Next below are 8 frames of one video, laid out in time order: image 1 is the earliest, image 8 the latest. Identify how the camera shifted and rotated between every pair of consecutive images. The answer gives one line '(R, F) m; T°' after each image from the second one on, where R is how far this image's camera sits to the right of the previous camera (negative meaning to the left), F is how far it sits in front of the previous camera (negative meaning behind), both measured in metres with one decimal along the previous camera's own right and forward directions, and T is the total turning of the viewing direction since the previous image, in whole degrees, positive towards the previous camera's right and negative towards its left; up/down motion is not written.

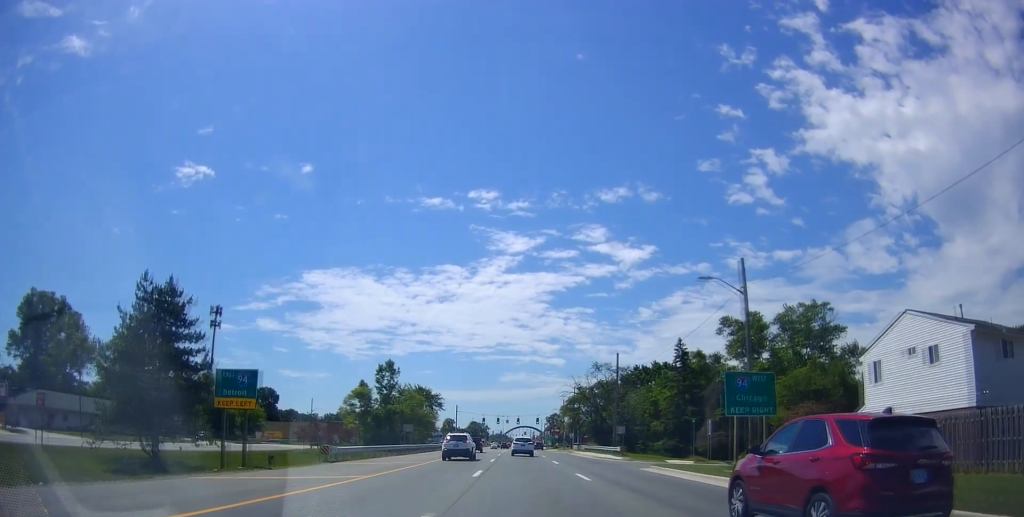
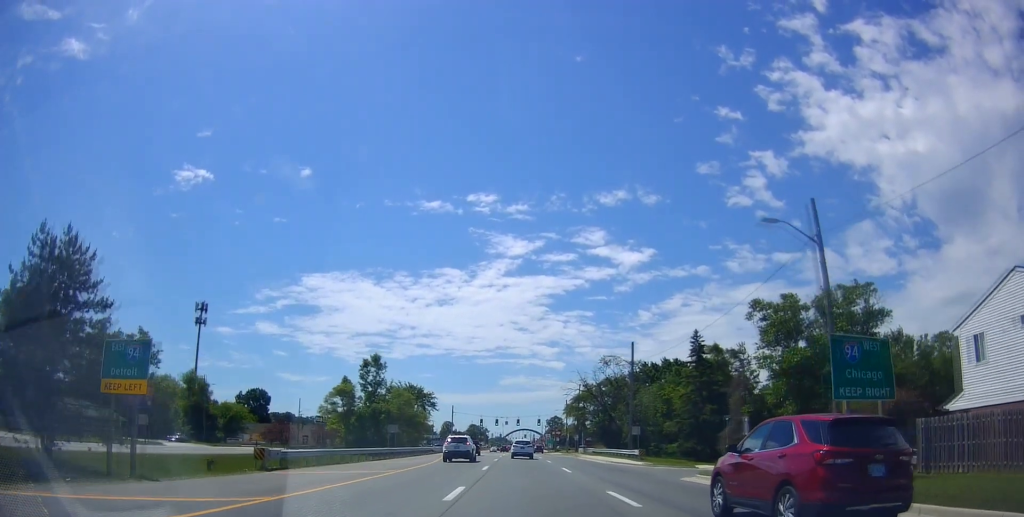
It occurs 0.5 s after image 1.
(-0.4, +8.2) m; 0°
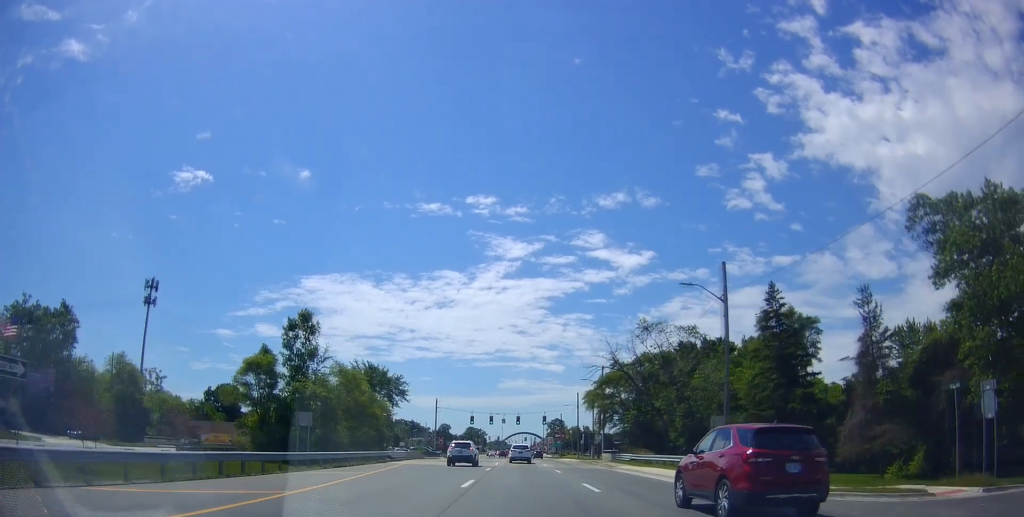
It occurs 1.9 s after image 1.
(+0.4, +24.8) m; 0°
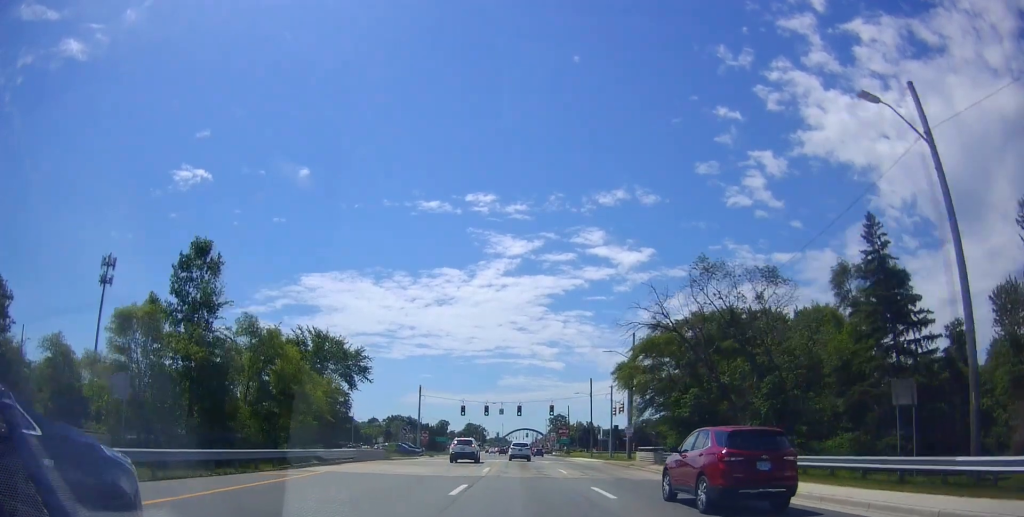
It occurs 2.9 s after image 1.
(-0.7, +17.6) m; 0°
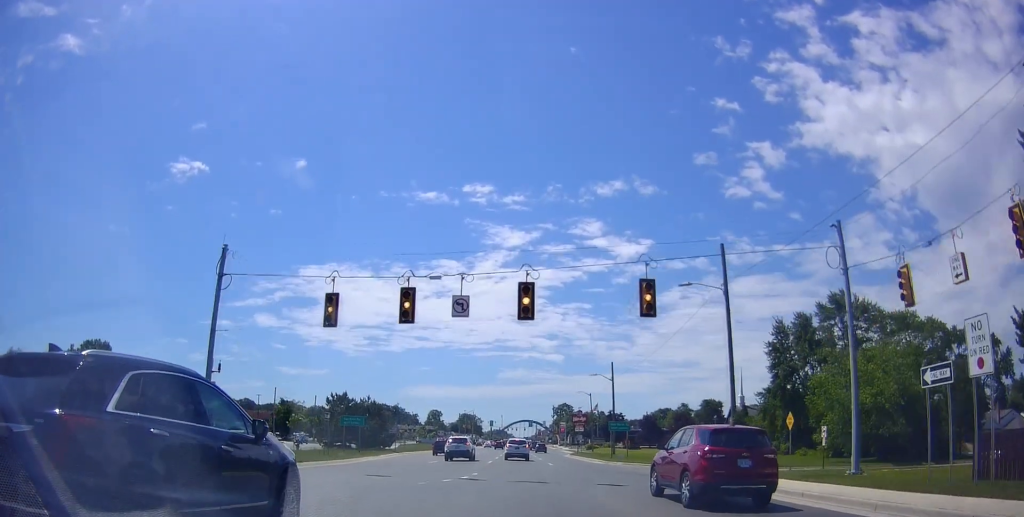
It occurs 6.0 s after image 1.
(0.0, +55.6) m; 0°
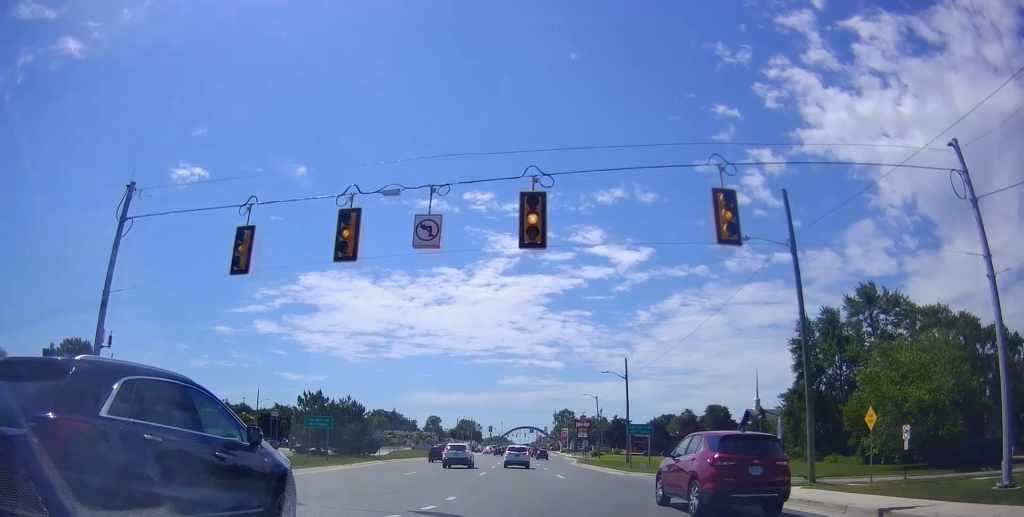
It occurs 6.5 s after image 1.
(+0.3, +7.8) m; +1°
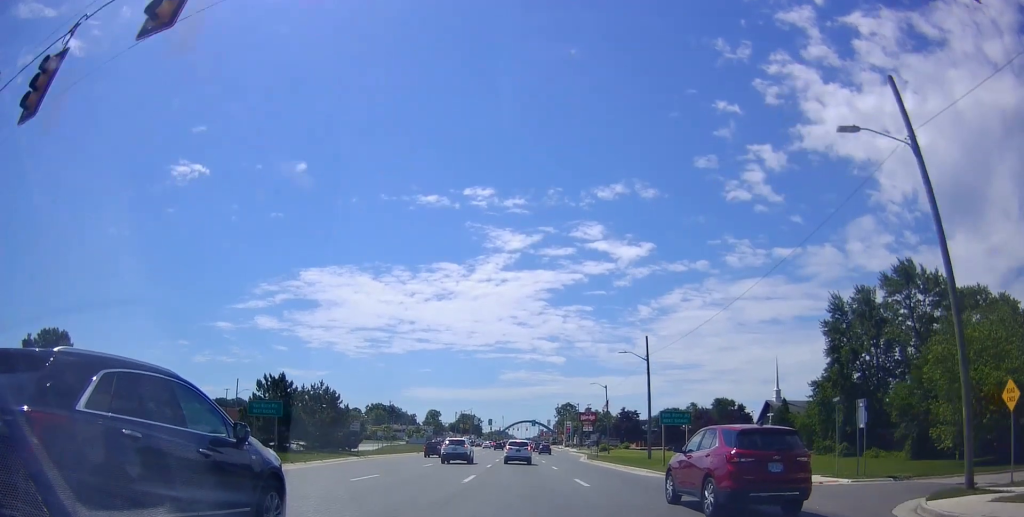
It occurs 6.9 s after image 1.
(+0.3, +8.4) m; +1°
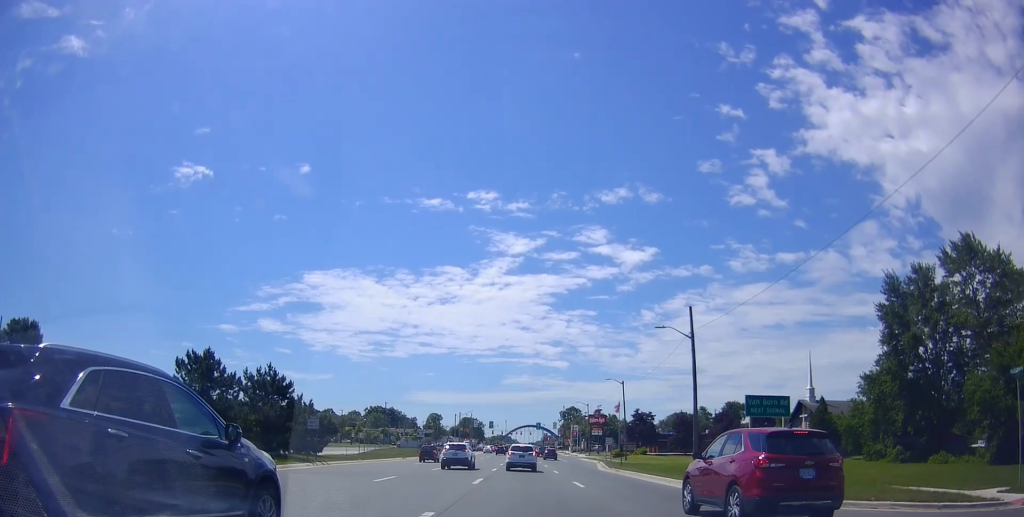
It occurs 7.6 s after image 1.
(-0.2, +11.6) m; 0°
